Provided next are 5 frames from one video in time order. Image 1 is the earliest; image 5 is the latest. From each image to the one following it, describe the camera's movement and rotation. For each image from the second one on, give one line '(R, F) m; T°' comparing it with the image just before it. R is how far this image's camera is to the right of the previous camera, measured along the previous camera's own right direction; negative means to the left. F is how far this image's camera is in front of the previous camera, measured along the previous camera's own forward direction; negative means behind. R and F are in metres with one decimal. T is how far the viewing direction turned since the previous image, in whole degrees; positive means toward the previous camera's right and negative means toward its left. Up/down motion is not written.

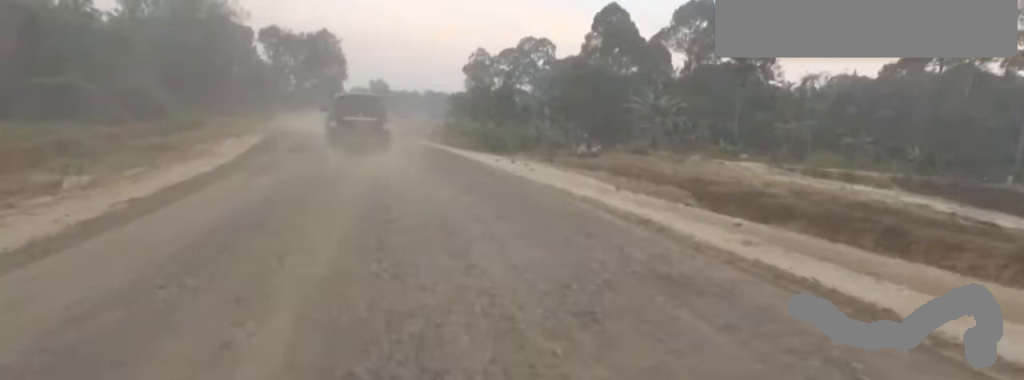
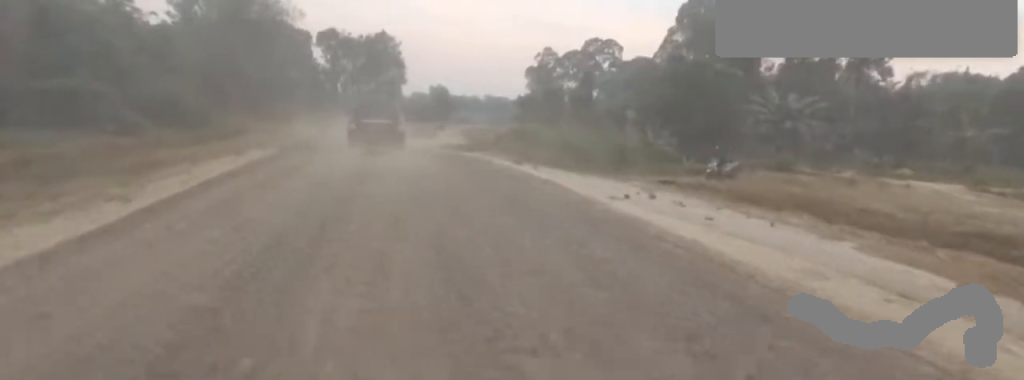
(0.0, +10.8) m; -7°
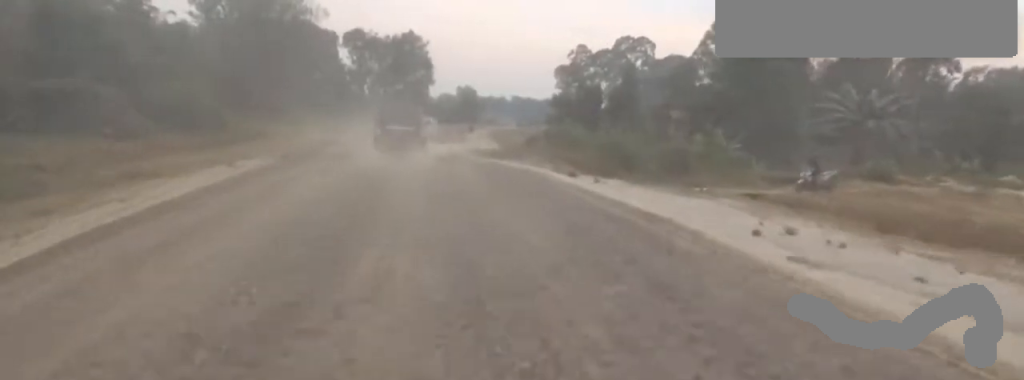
(-0.1, +5.3) m; -1°
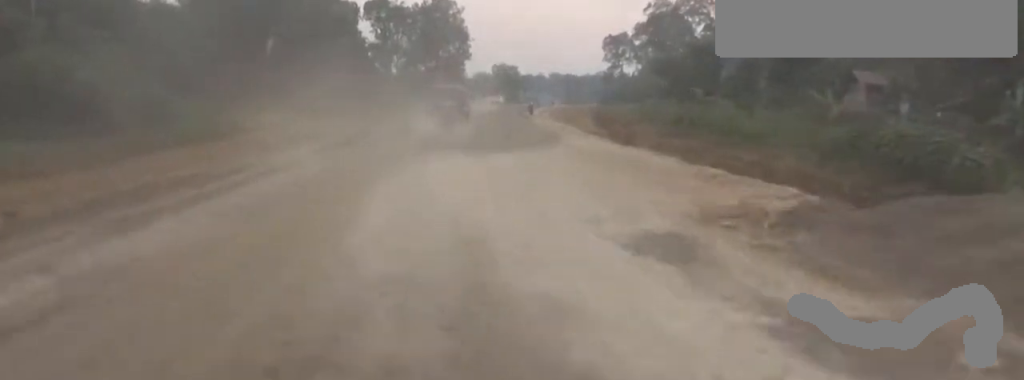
(-0.1, +24.8) m; 0°
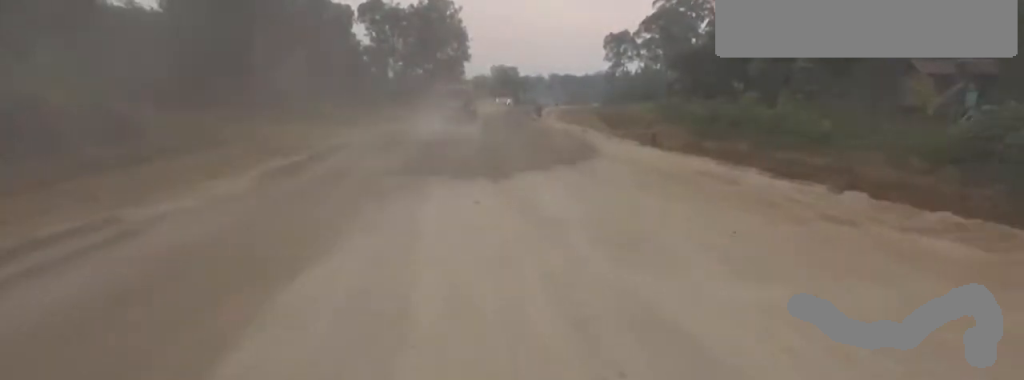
(0.0, +5.7) m; -2°
